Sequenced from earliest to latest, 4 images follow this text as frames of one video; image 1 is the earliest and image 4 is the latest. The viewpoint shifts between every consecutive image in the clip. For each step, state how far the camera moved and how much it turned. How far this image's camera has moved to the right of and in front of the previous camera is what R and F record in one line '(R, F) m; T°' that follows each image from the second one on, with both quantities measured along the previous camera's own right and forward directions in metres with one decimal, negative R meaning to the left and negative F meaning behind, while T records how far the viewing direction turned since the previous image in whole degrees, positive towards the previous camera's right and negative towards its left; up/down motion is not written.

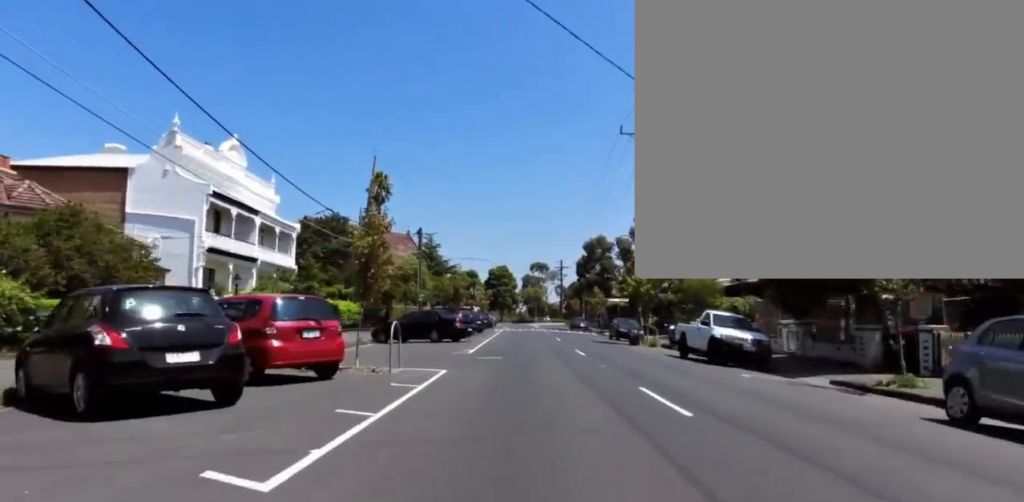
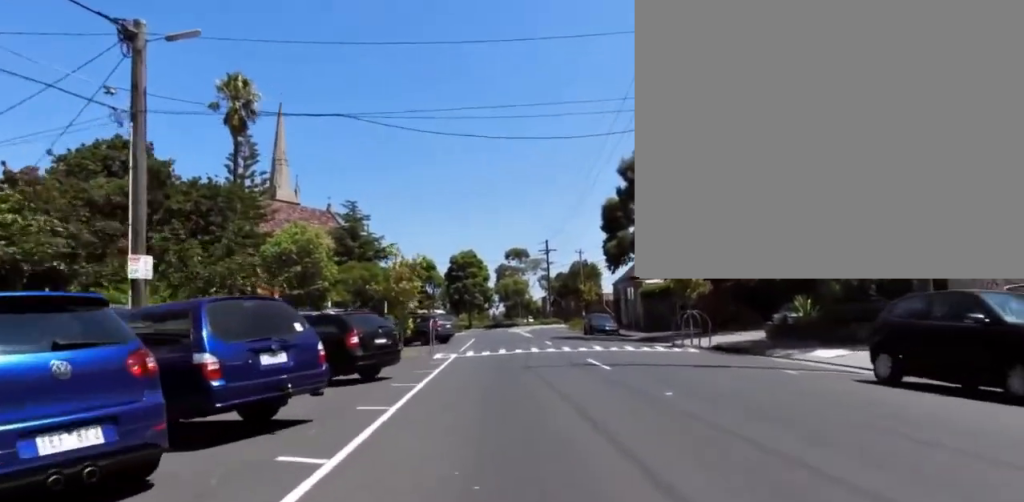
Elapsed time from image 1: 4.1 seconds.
(+0.4, +30.3) m; -7°
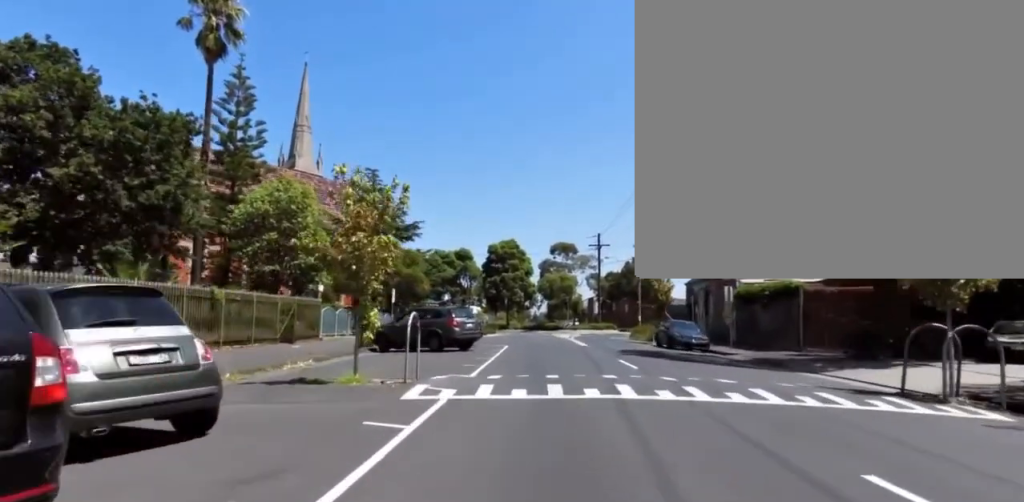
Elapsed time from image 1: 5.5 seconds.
(-0.2, +11.0) m; +6°
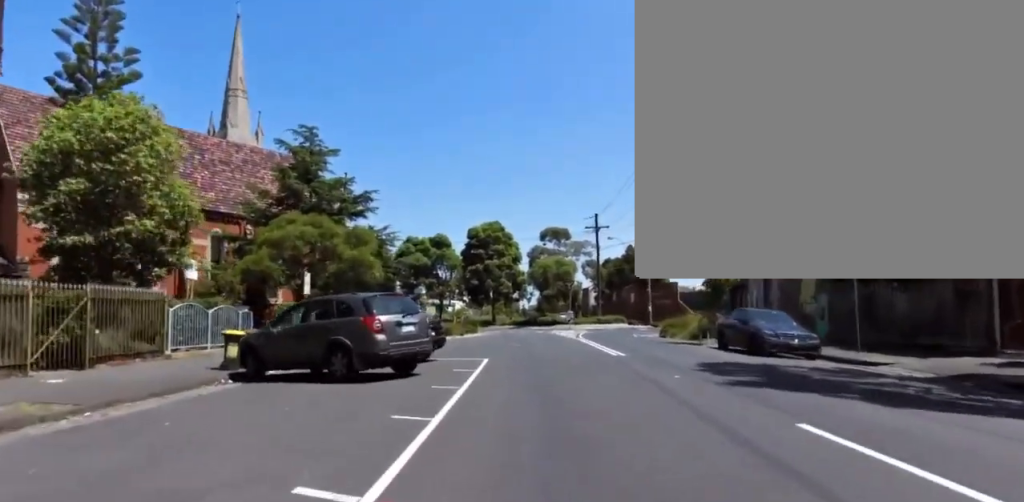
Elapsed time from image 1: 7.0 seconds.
(+1.3, +11.5) m; +4°
